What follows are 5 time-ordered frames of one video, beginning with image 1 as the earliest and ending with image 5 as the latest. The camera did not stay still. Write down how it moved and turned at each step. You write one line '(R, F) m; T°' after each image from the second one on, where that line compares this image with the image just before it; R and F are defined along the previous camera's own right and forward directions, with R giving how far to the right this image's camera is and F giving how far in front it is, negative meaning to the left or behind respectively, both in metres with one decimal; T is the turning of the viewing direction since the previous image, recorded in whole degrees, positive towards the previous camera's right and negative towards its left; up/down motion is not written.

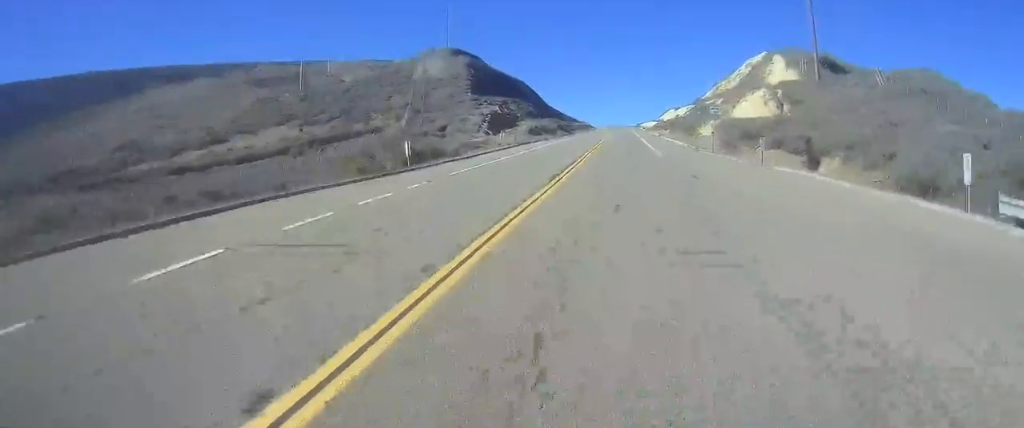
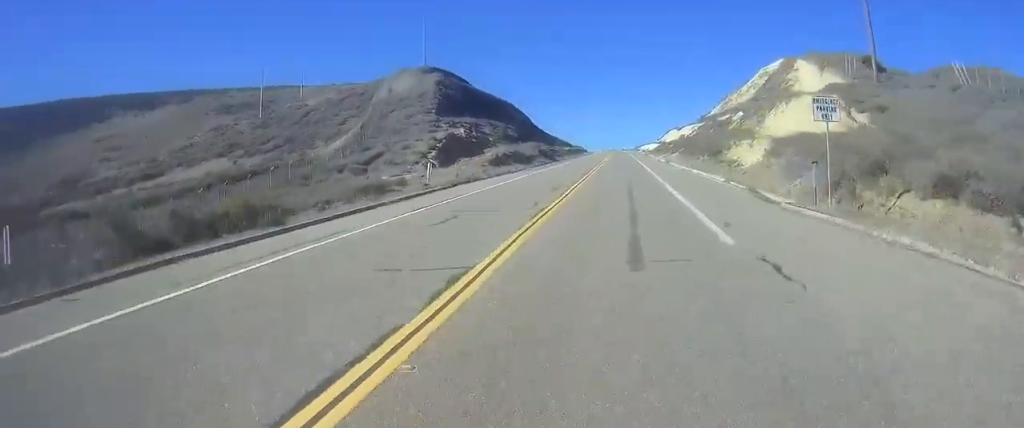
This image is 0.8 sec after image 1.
(0.0, +20.5) m; -1°
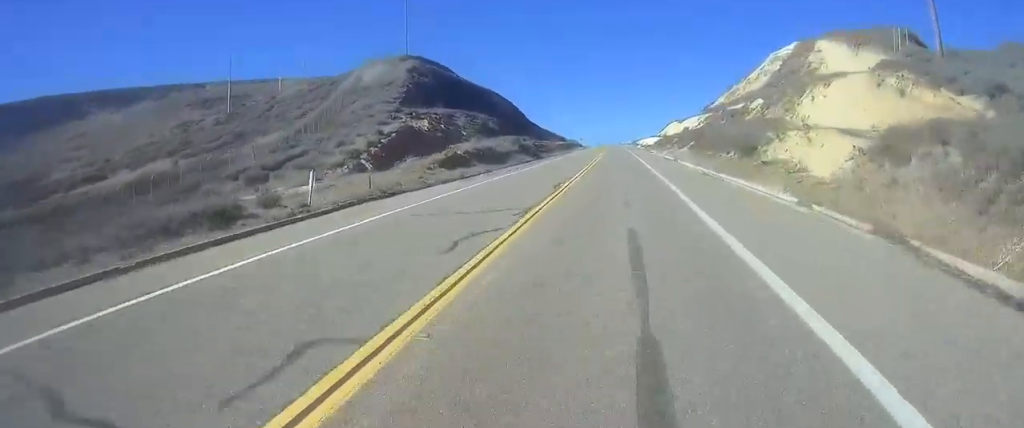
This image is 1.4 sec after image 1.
(0.0, +13.9) m; -1°
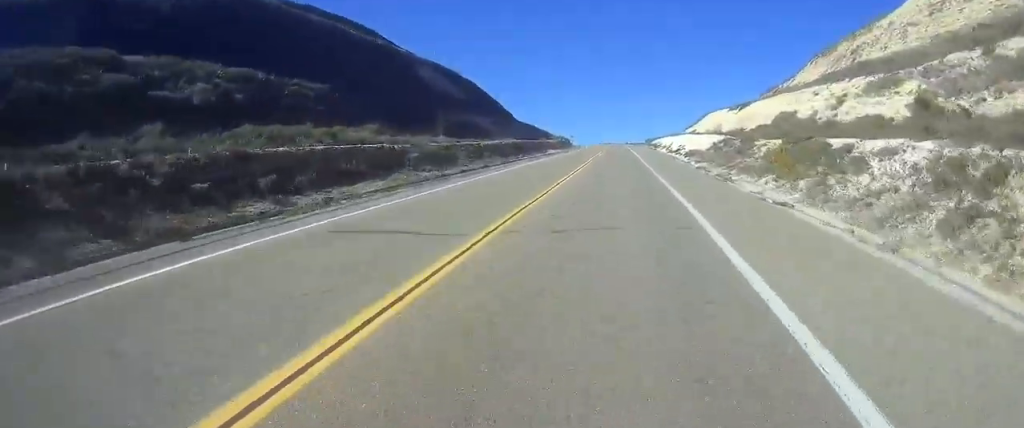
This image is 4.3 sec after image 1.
(-2.1, +72.3) m; -2°
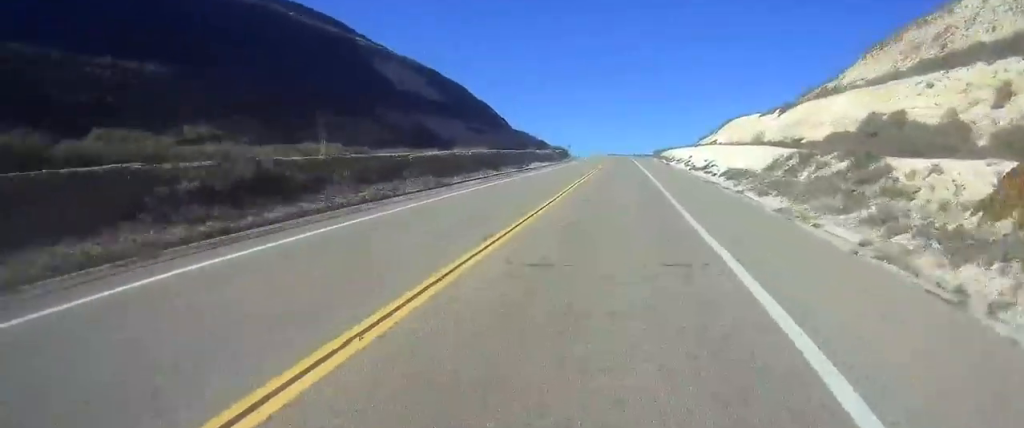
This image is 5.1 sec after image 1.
(0.0, +19.2) m; 0°
